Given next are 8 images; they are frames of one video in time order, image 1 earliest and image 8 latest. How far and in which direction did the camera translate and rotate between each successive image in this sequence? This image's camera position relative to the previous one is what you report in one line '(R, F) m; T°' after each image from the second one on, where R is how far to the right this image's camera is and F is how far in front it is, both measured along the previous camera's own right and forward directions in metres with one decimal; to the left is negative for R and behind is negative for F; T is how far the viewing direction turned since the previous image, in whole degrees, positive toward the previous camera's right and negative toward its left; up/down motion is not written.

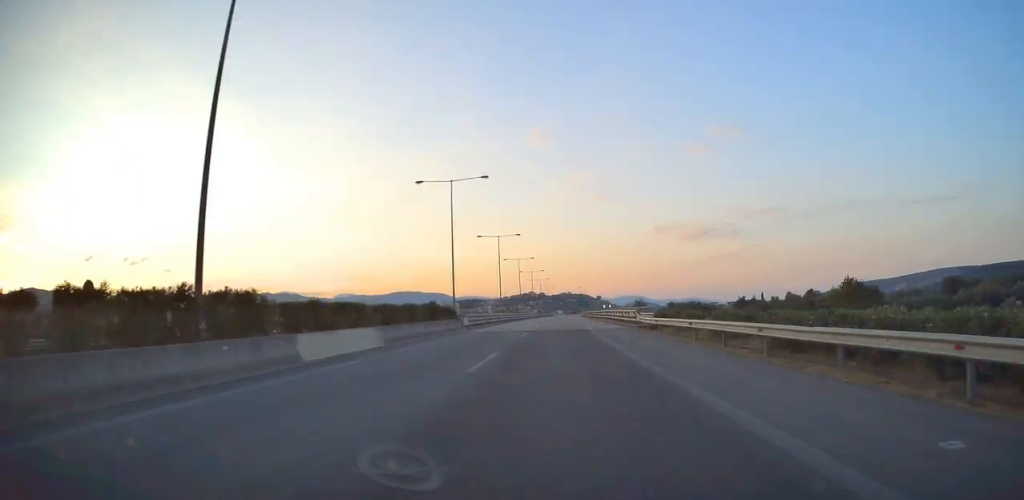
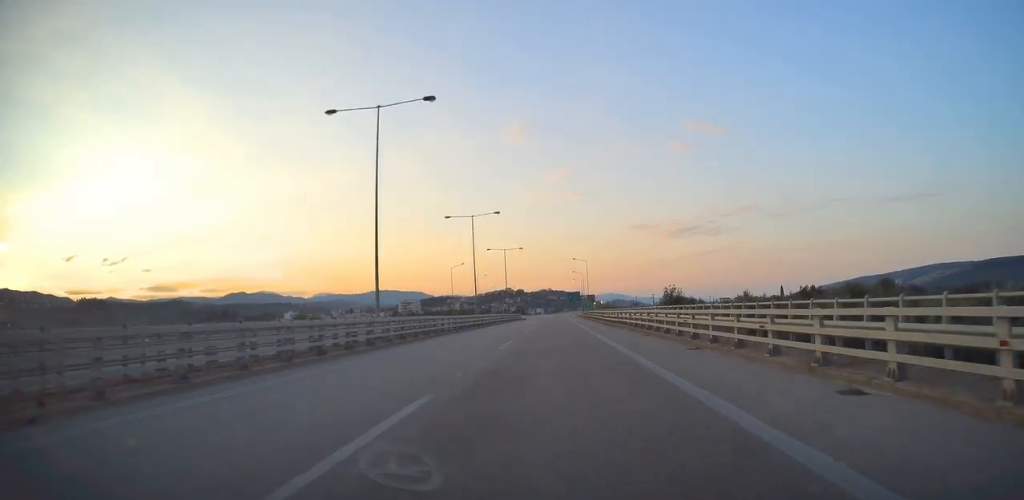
(+1.5, +134.5) m; +1°
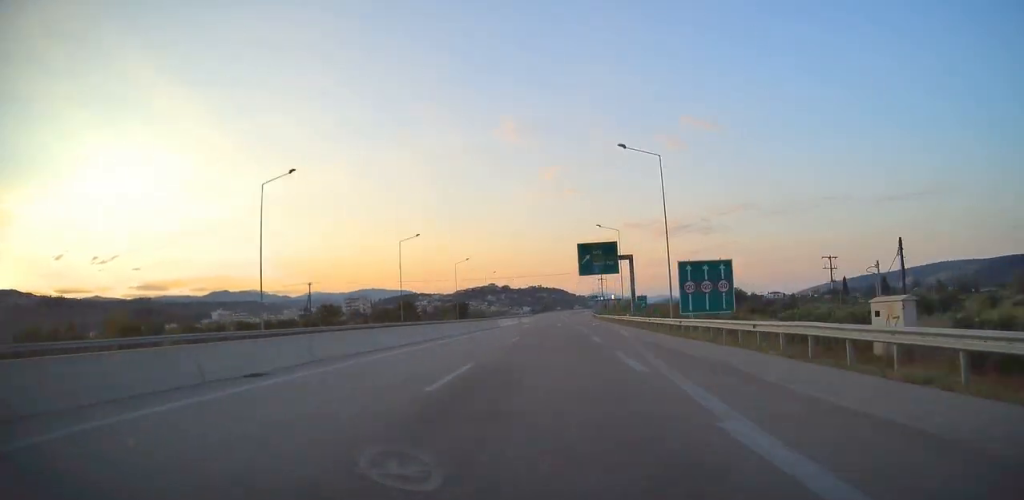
(+2.0, +170.9) m; +2°
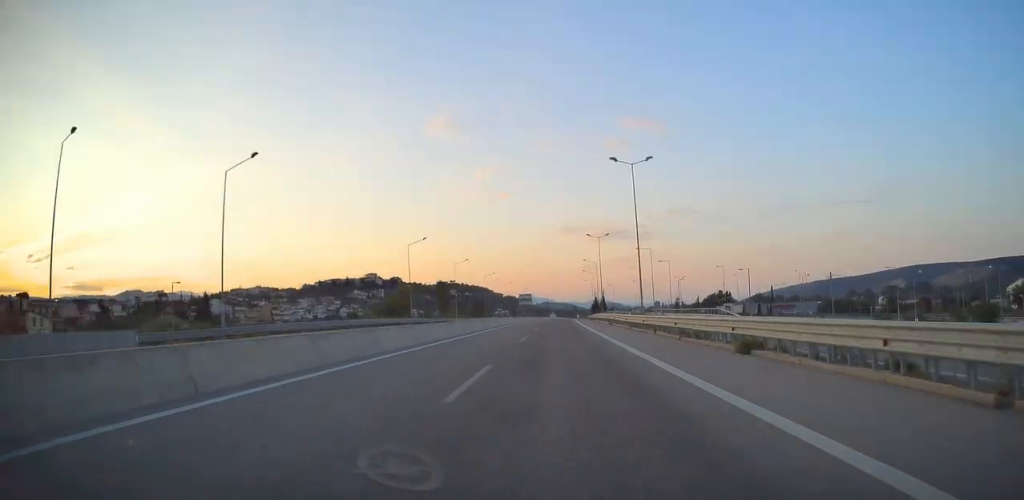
(+22.1, +424.8) m; +6°
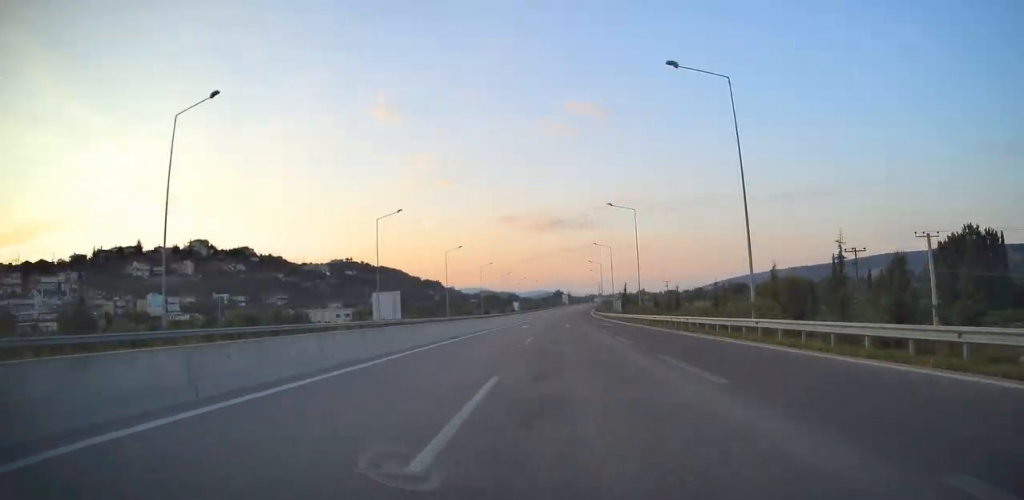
(+13.1, +297.3) m; +5°
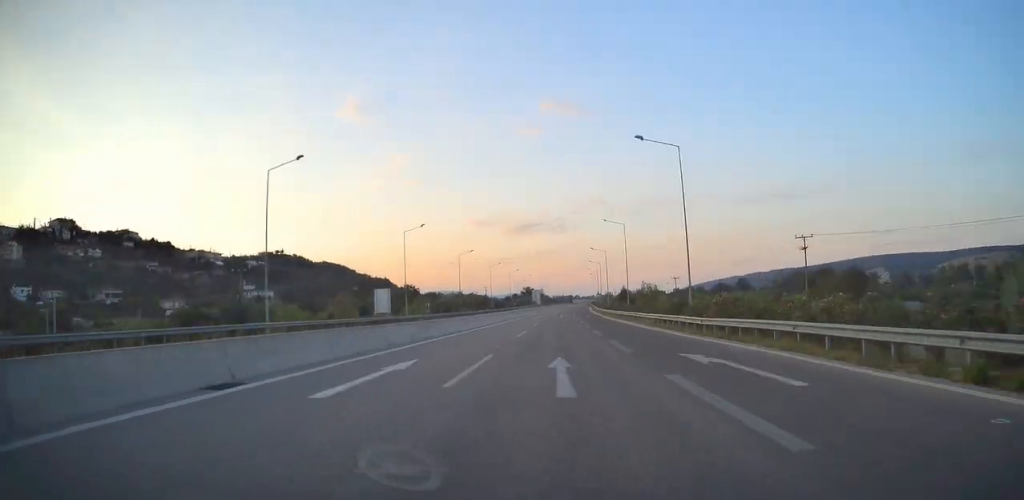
(+0.4, +141.4) m; +3°
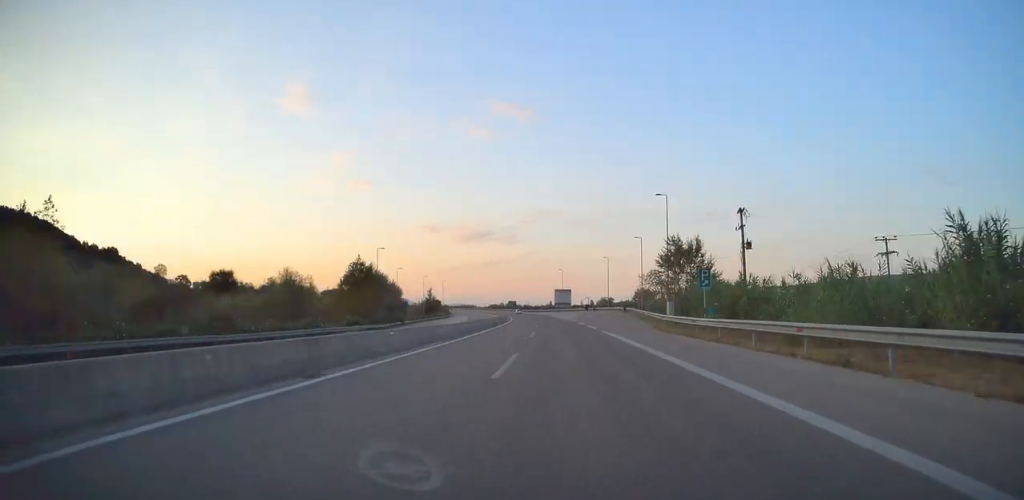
(+20.4, +492.6) m; -3°
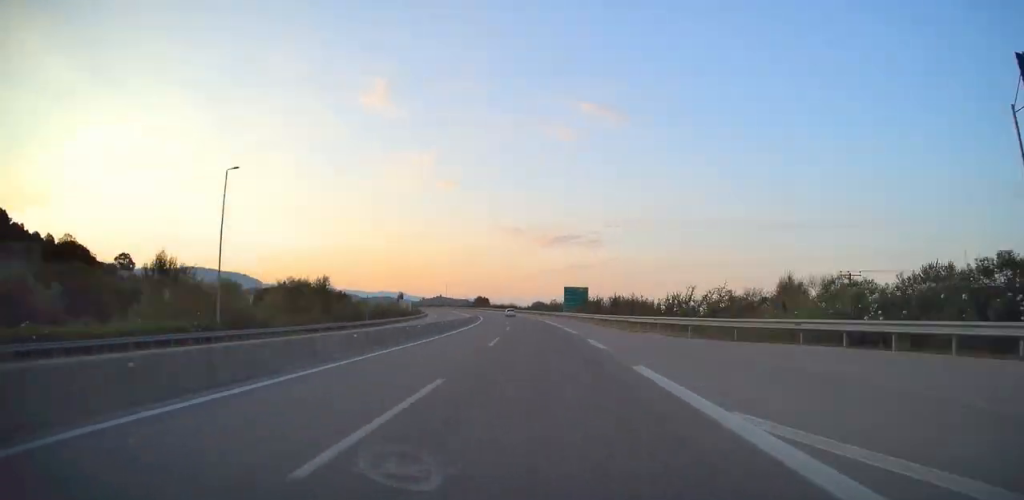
(-10.7, +170.9) m; -8°
